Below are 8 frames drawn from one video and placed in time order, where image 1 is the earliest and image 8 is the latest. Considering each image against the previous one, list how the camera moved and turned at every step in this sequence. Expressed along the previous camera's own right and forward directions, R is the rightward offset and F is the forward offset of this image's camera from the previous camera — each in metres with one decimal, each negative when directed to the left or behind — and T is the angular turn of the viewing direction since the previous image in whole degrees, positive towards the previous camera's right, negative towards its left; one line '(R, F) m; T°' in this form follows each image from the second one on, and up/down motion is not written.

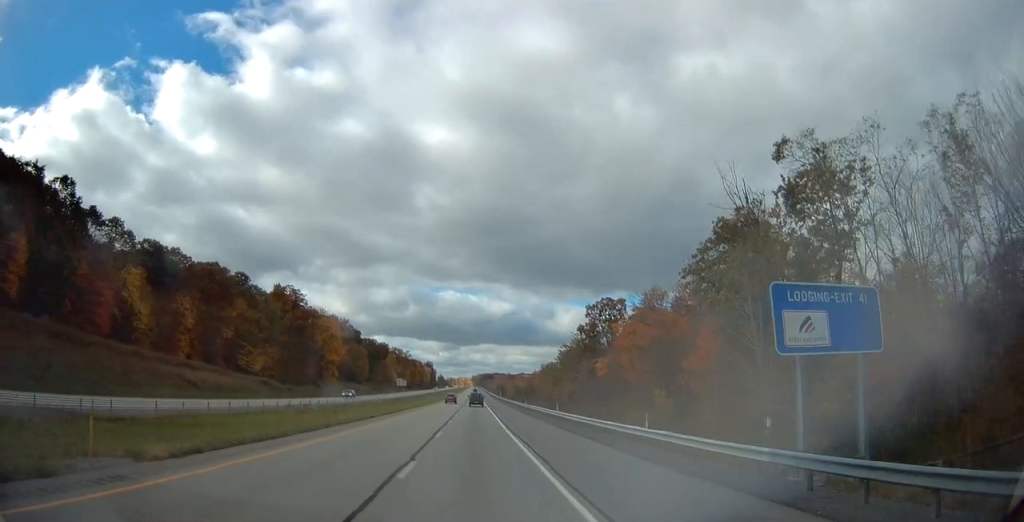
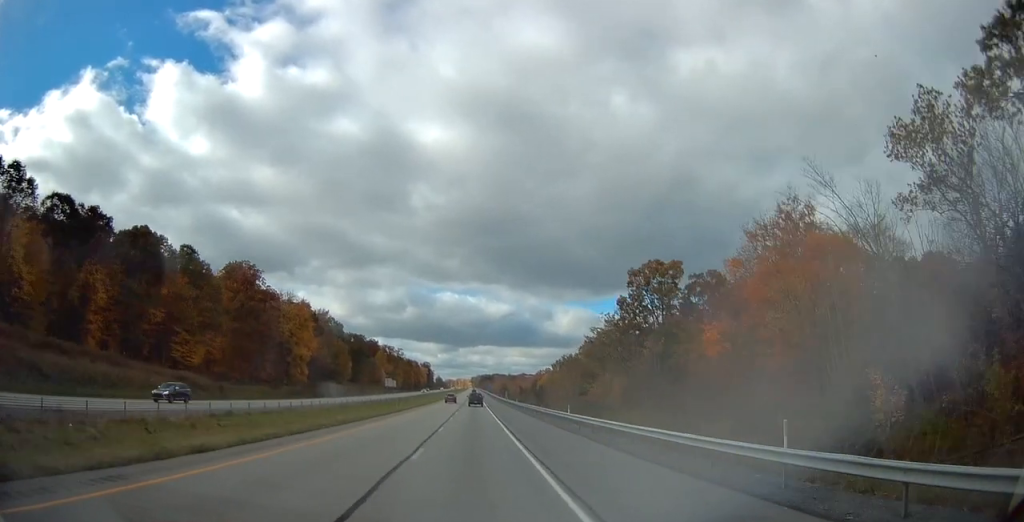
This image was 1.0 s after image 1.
(0.0, +32.9) m; 0°
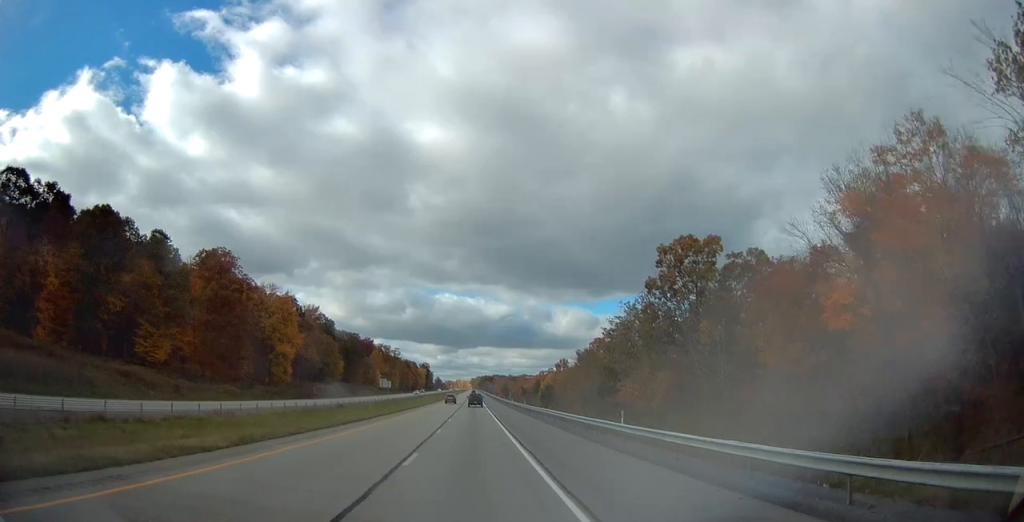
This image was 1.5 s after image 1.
(0.0, +13.8) m; 0°
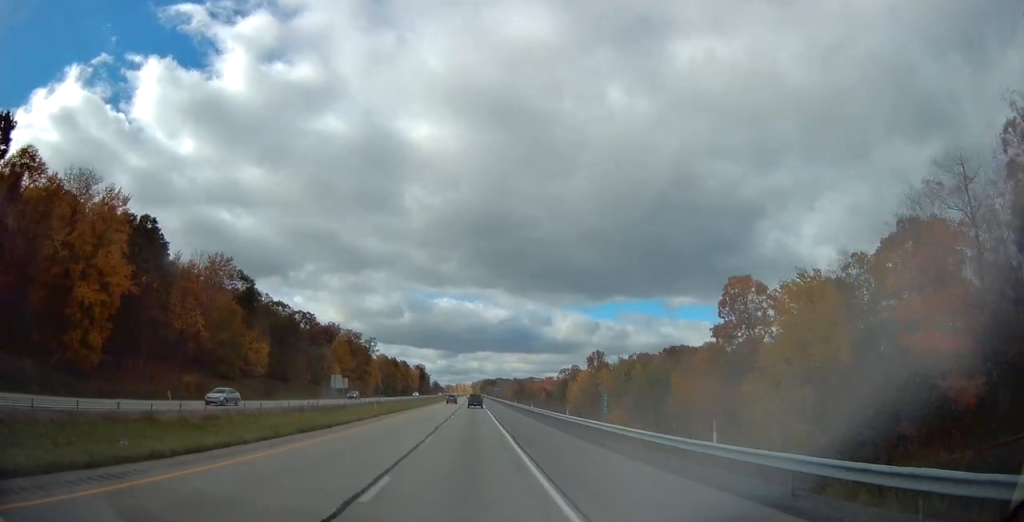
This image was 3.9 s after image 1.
(+0.1, +78.0) m; 0°
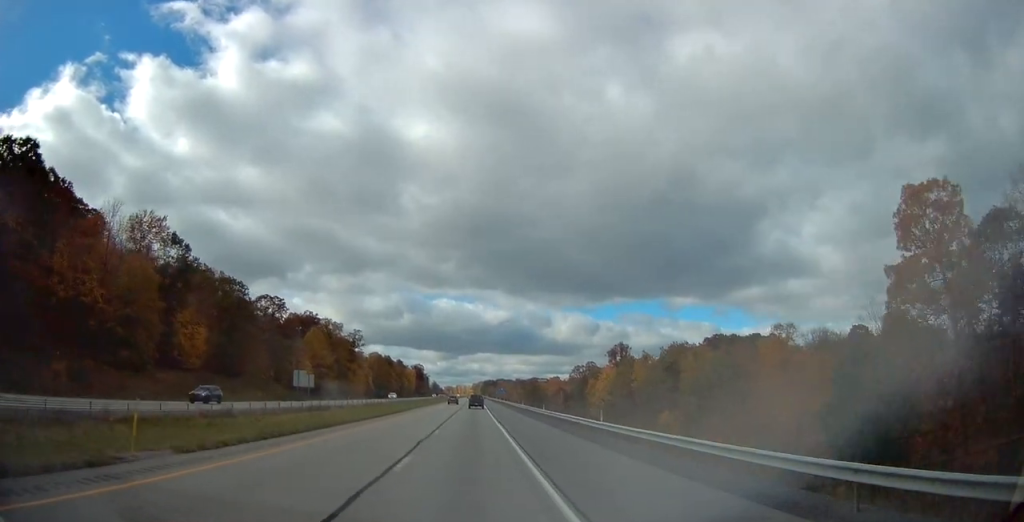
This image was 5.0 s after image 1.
(0.0, +32.5) m; 0°
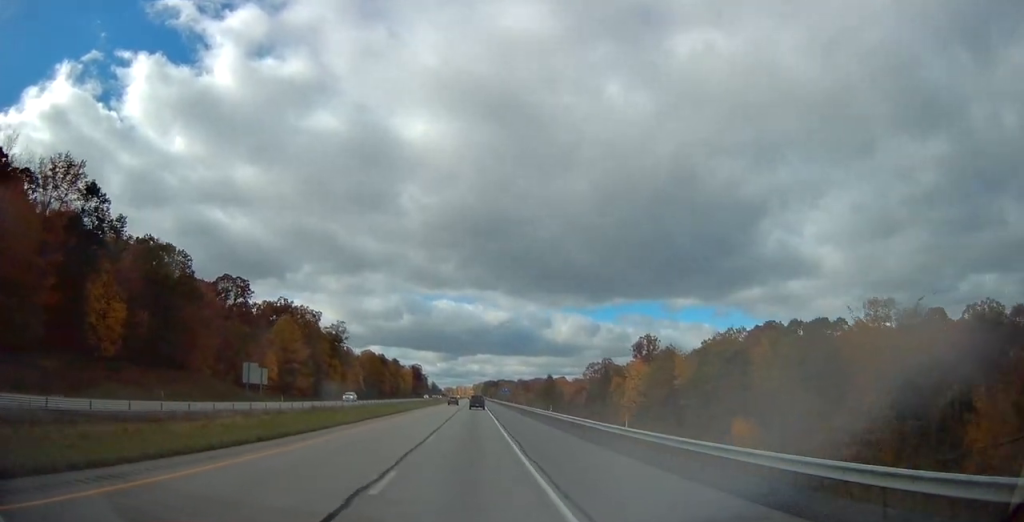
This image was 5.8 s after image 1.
(0.0, +27.3) m; 0°
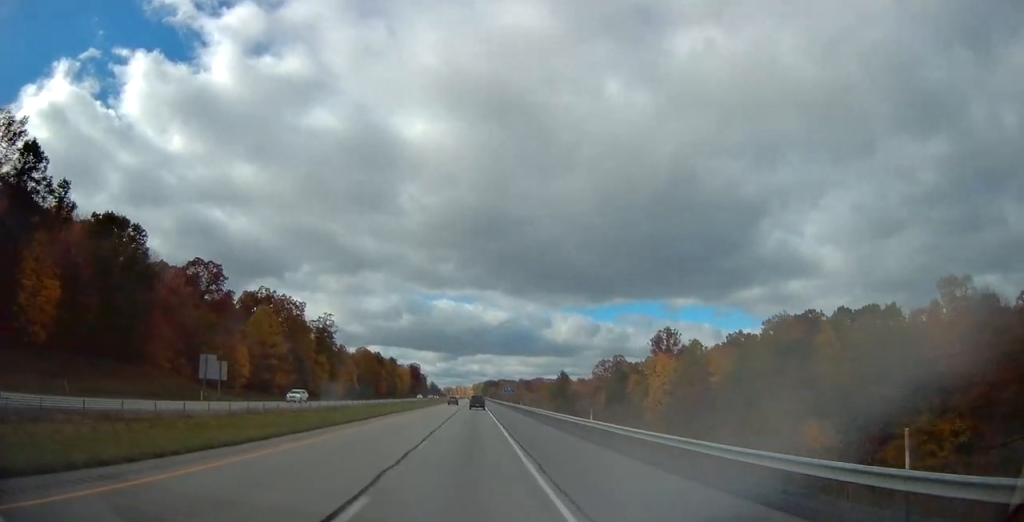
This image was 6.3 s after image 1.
(-0.1, +15.8) m; 0°
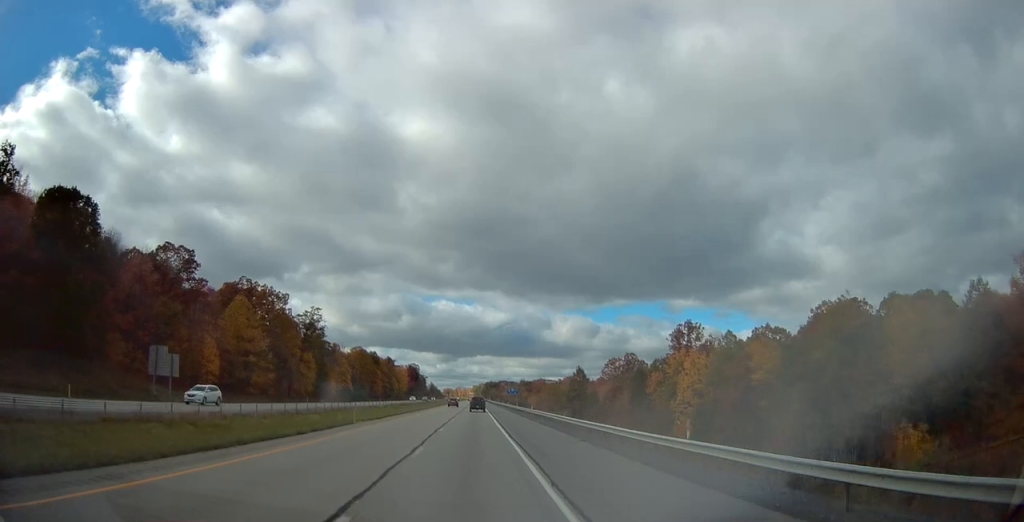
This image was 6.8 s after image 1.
(-0.1, +13.7) m; 0°
